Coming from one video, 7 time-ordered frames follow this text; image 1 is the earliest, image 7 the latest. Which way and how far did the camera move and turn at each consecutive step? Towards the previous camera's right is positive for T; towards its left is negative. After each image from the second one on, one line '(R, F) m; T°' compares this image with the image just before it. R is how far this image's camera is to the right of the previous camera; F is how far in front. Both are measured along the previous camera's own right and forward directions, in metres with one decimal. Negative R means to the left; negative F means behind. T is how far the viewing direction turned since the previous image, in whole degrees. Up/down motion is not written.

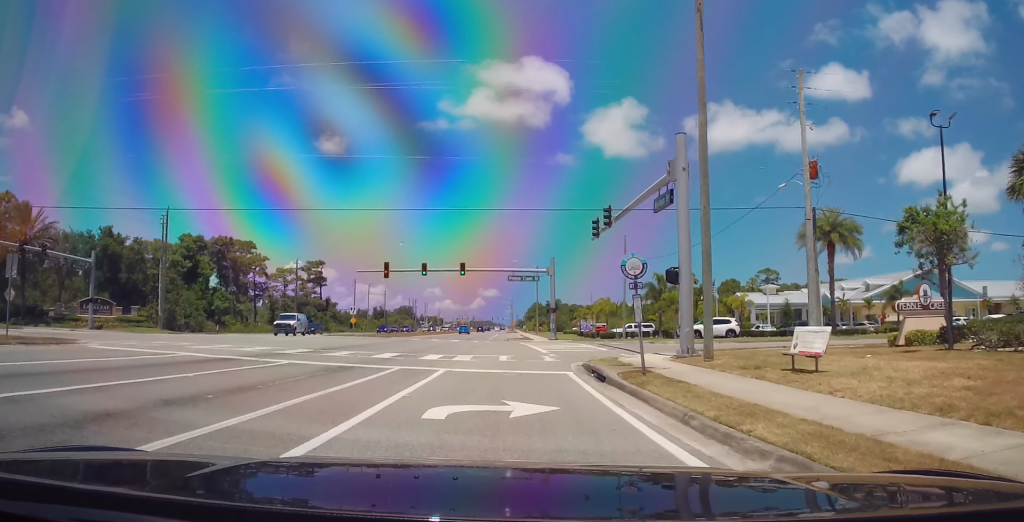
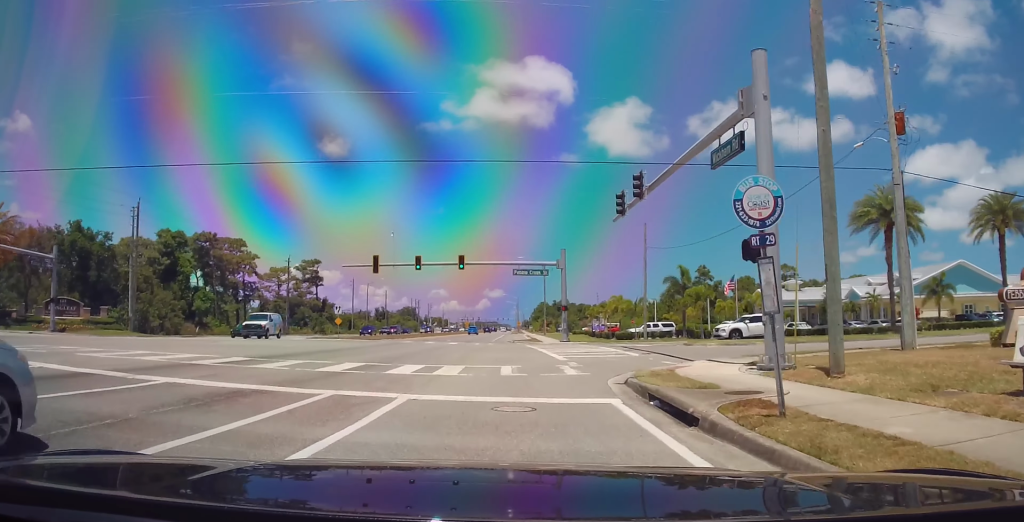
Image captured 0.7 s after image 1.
(0.0, +7.7) m; 0°
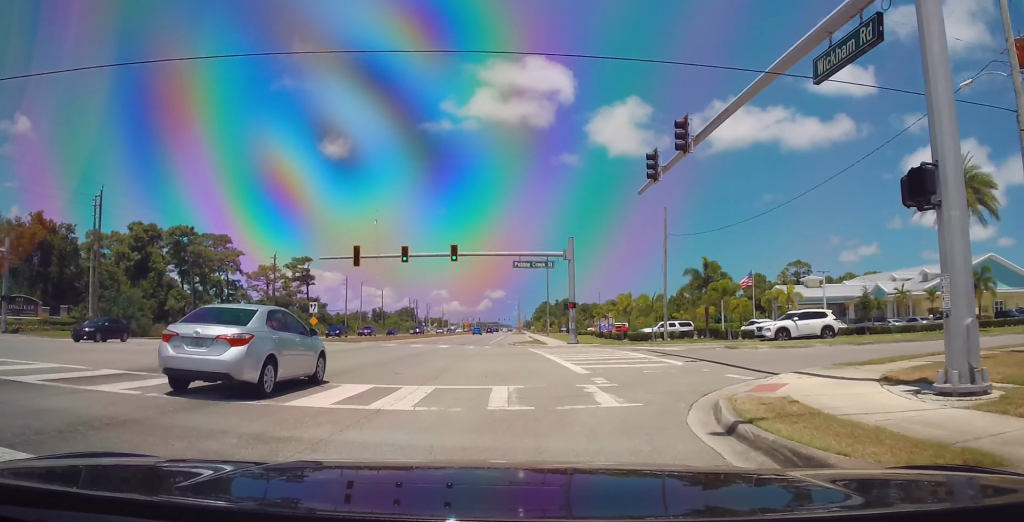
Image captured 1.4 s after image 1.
(0.0, +7.5) m; 0°
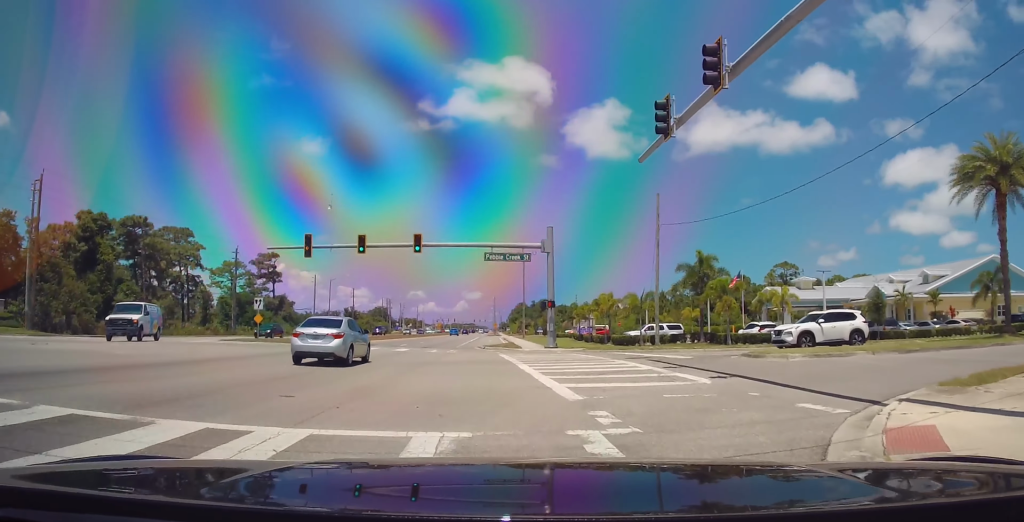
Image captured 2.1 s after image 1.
(0.0, +6.5) m; +3°
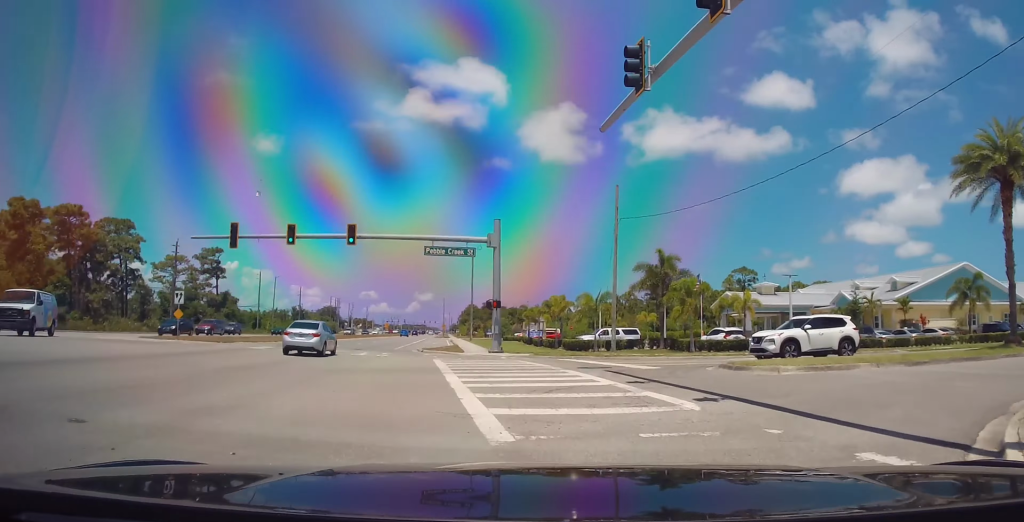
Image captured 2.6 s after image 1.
(-0.2, +4.5) m; +6°
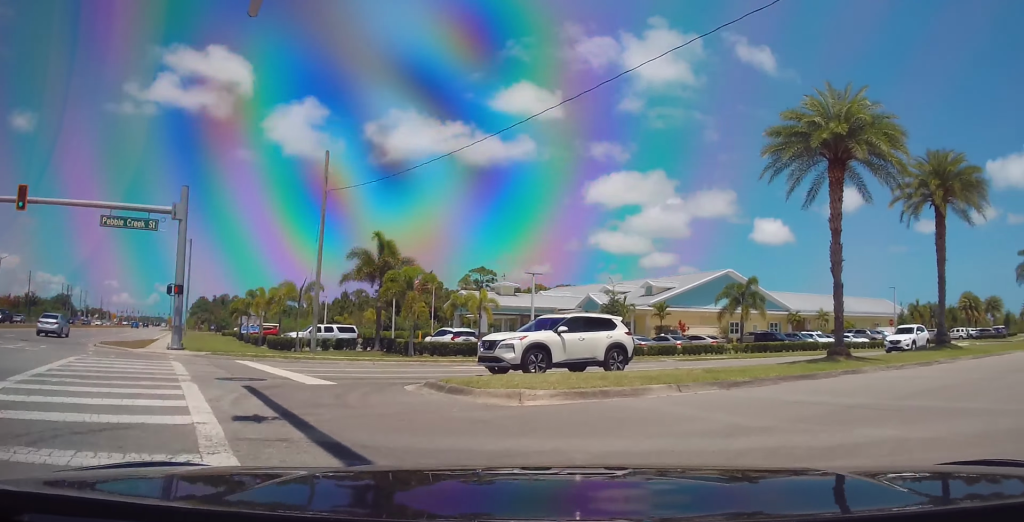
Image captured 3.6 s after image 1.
(+1.2, +7.4) m; +20°
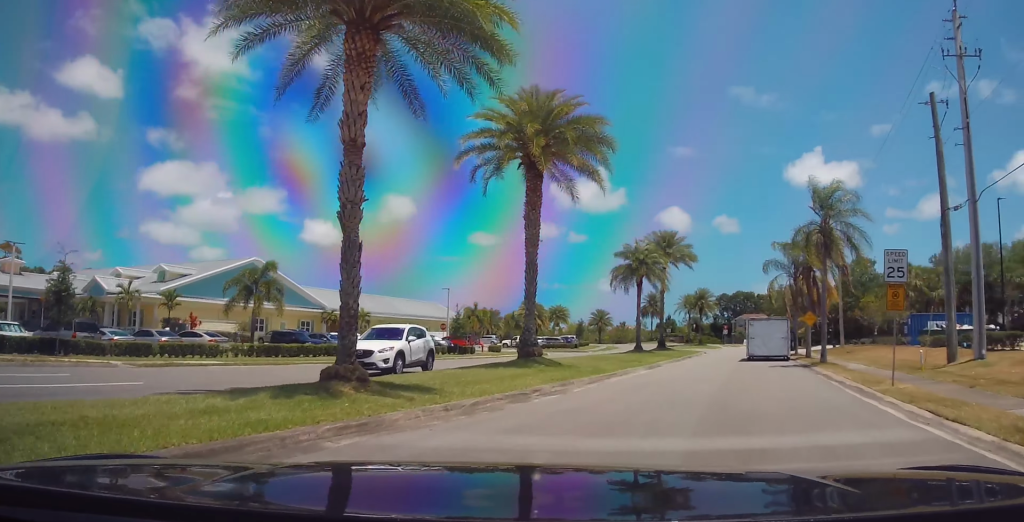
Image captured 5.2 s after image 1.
(+3.4, +10.4) m; +34°
